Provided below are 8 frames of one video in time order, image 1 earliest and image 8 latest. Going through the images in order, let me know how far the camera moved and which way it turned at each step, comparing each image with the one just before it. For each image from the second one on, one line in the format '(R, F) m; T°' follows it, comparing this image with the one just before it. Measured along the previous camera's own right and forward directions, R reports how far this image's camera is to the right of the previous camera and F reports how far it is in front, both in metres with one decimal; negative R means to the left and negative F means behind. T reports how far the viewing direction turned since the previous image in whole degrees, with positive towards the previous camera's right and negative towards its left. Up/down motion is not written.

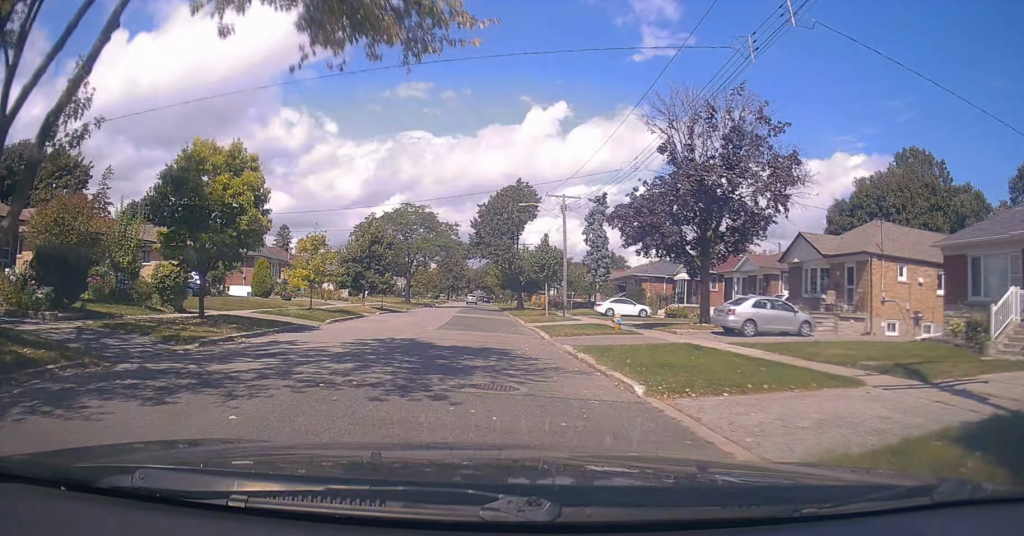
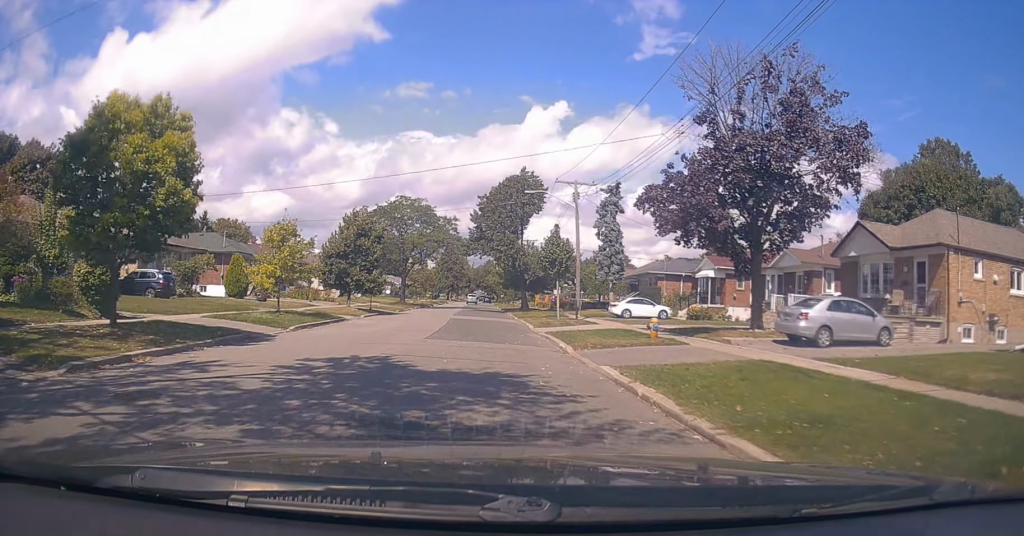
(0.0, +5.0) m; 0°
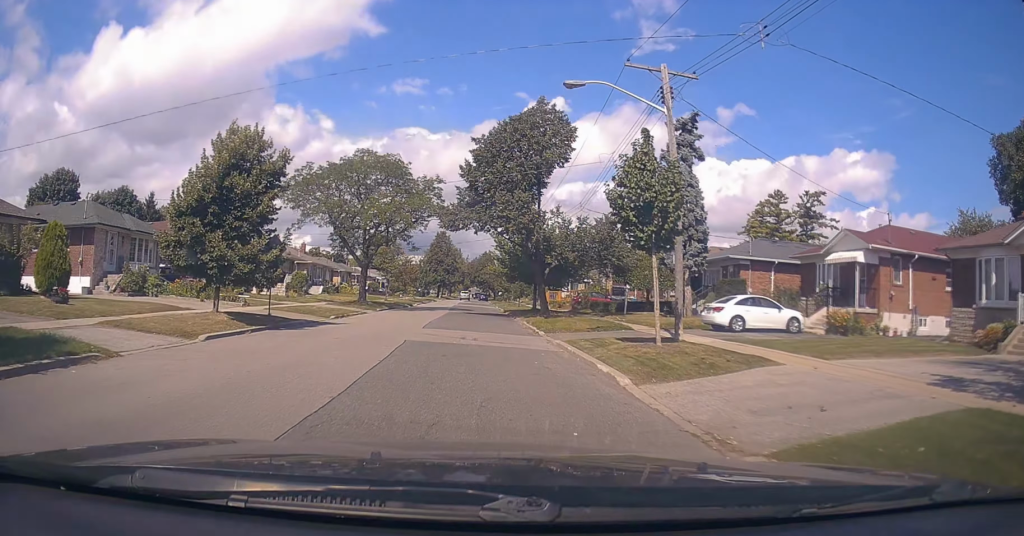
(-0.6, +18.8) m; +1°
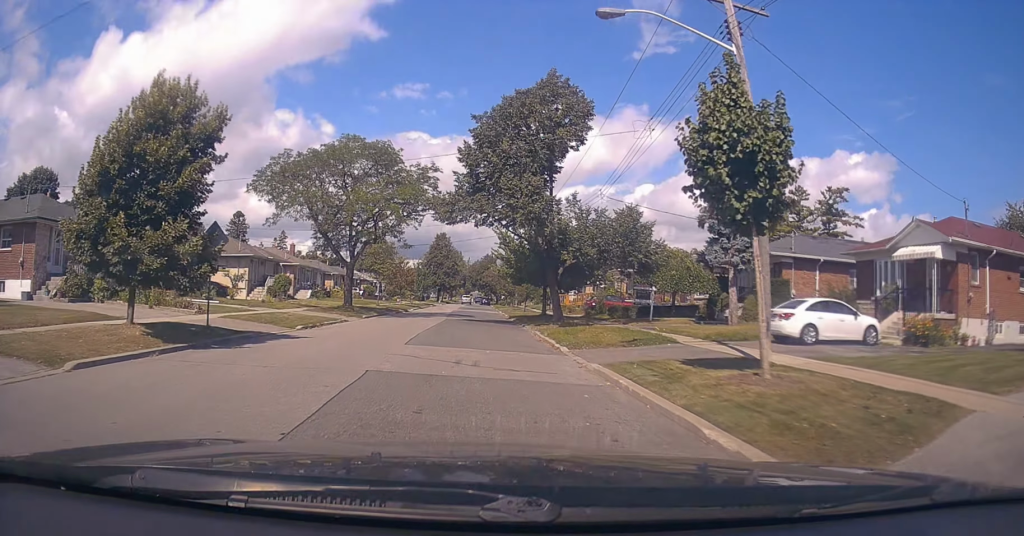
(+0.4, +5.3) m; +4°
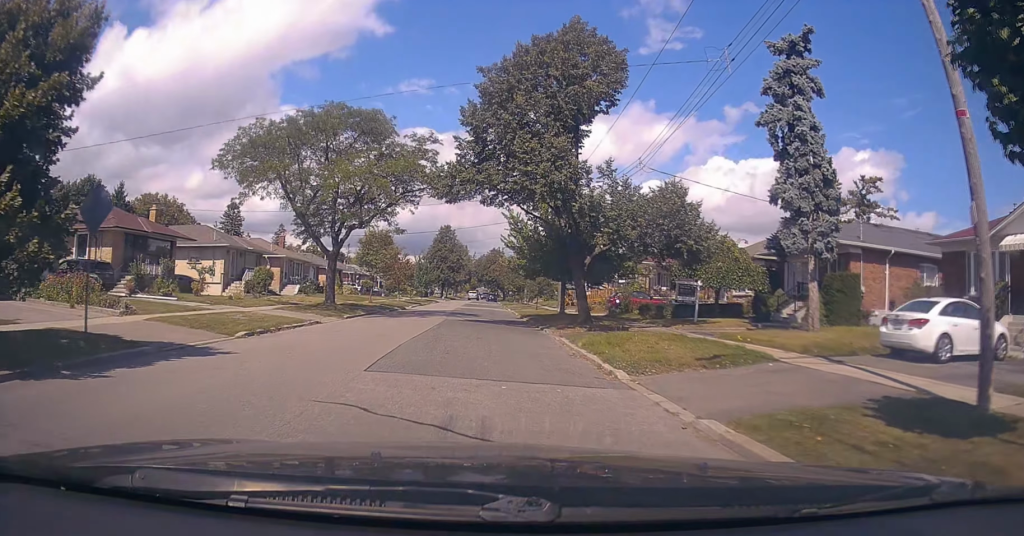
(+0.1, +6.1) m; -3°
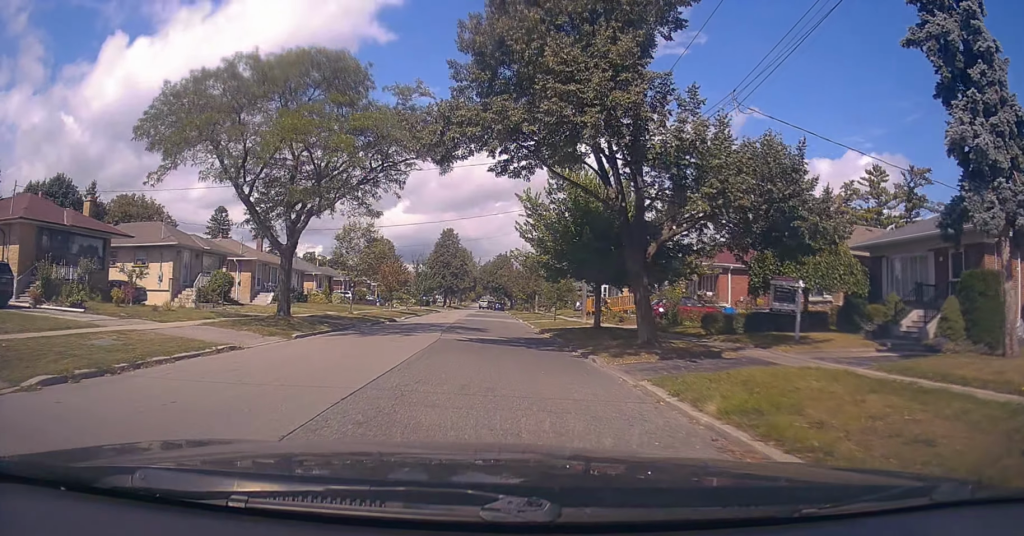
(-0.7, +8.5) m; -3°
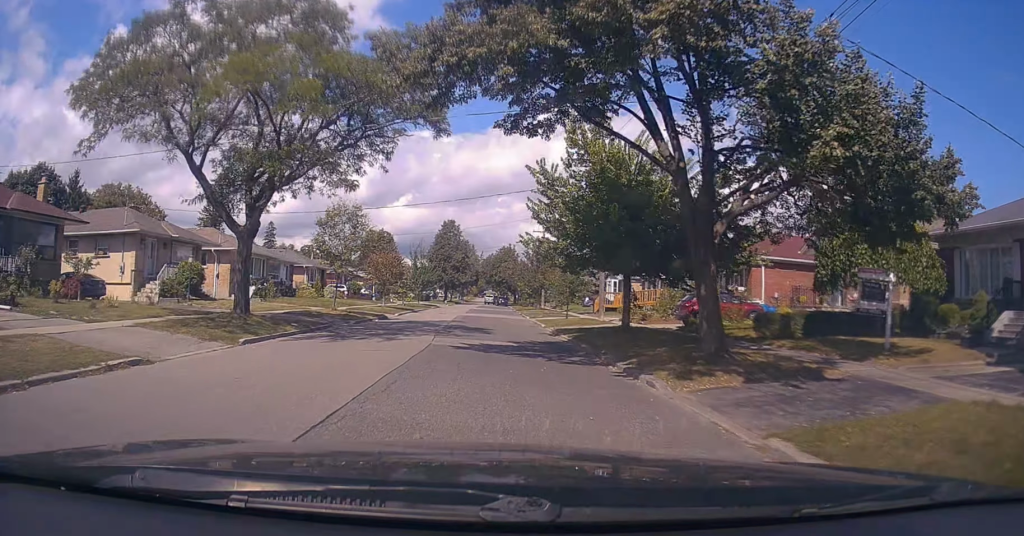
(0.0, +4.6) m; +1°
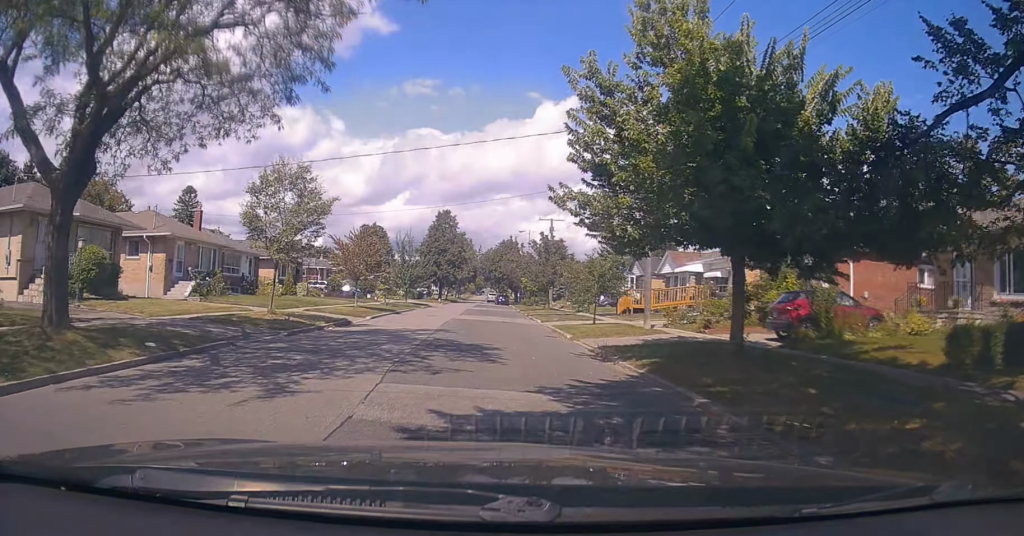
(+0.4, +9.3) m; 0°
